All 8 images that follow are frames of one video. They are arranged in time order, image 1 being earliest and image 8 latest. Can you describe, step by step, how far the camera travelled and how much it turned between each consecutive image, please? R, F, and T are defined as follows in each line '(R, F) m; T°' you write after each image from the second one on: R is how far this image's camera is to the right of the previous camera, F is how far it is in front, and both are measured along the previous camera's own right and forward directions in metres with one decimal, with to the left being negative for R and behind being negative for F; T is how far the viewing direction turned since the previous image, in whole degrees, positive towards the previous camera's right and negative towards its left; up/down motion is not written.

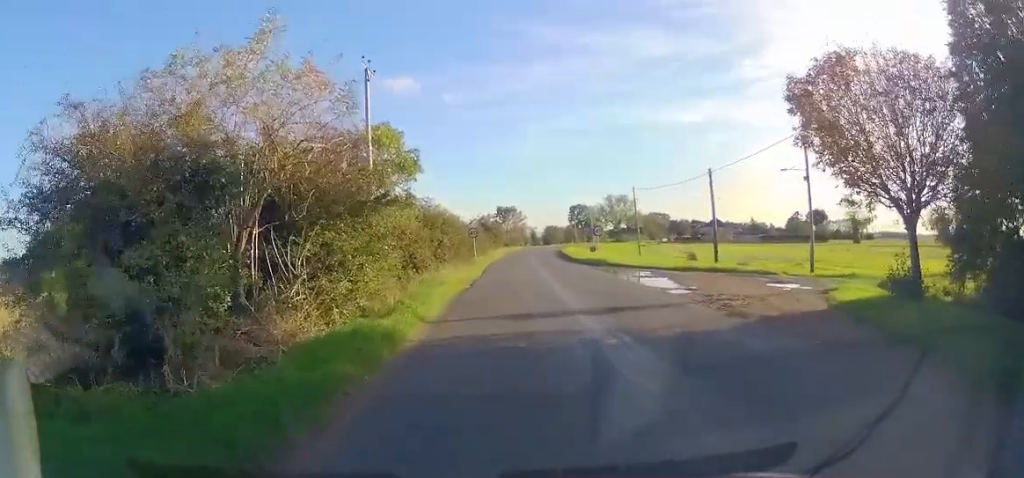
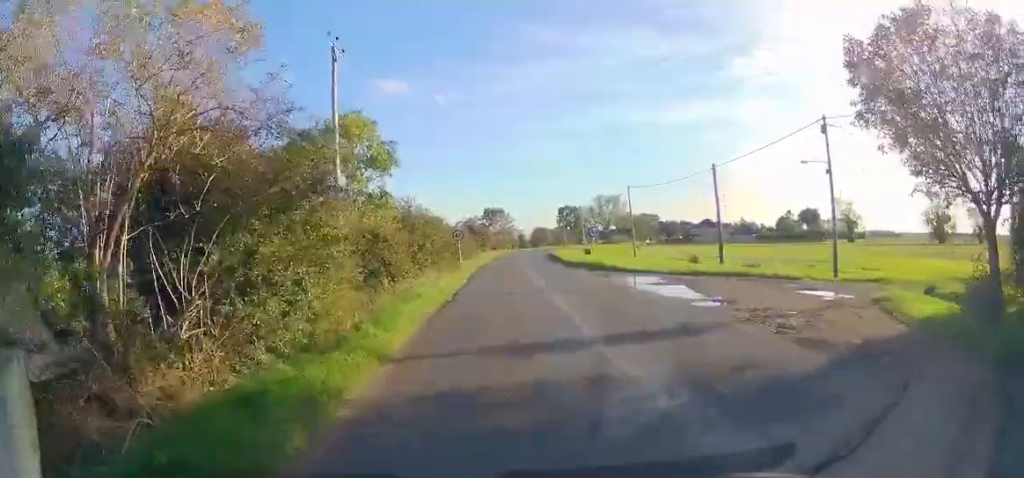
(+0.1, +3.6) m; +3°
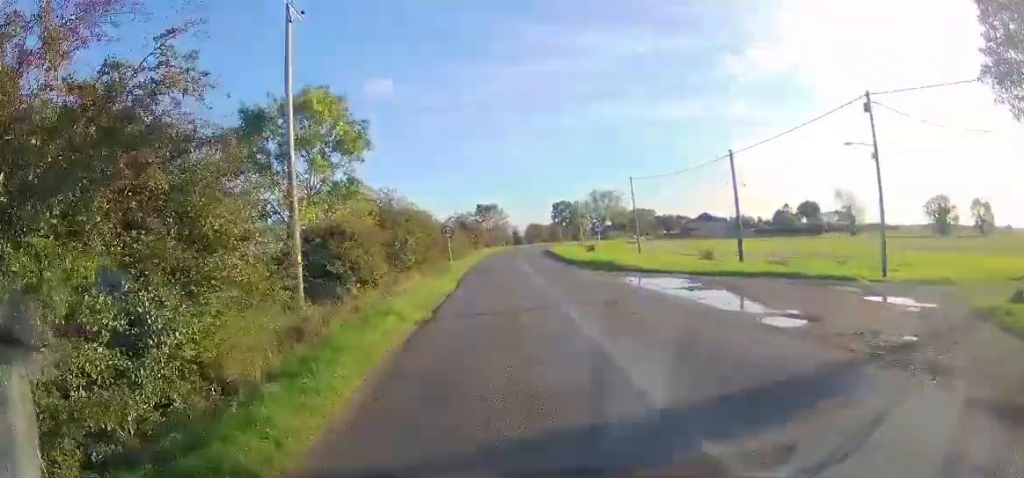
(+0.2, +4.5) m; +3°
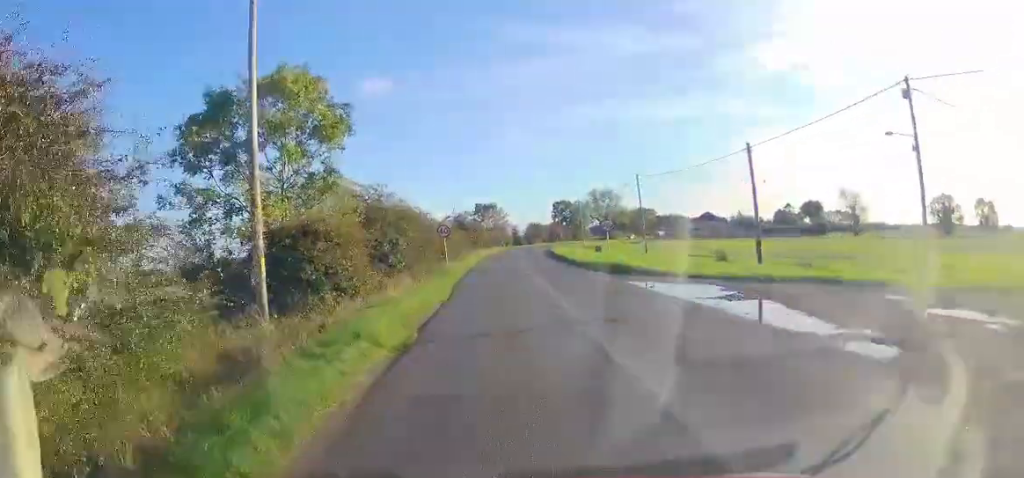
(+0.2, +2.9) m; 0°
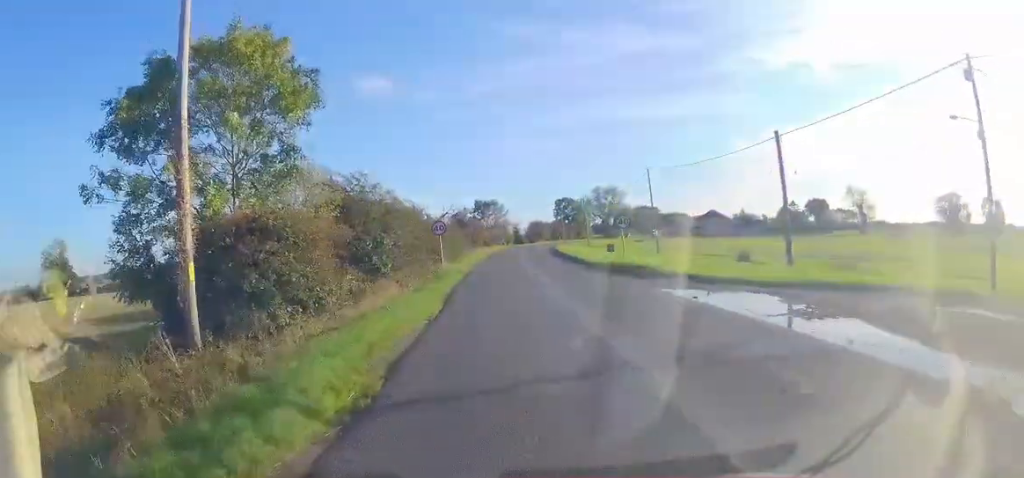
(-0.1, +3.7) m; 0°
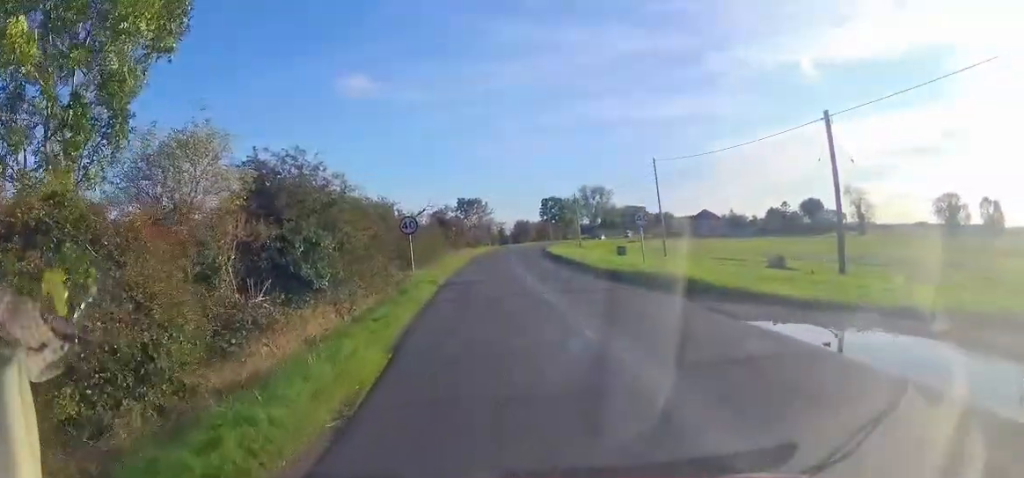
(0.0, +7.1) m; +5°
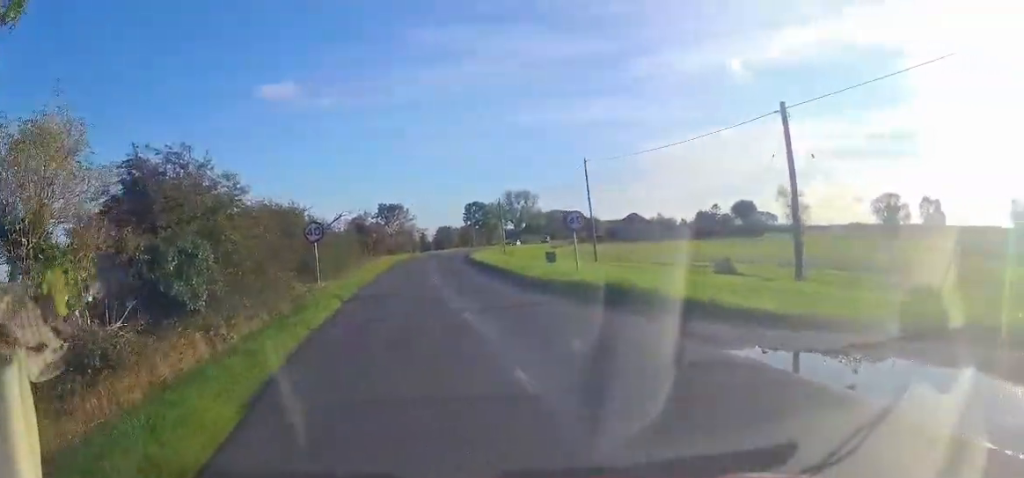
(+0.2, +2.9) m; +14°
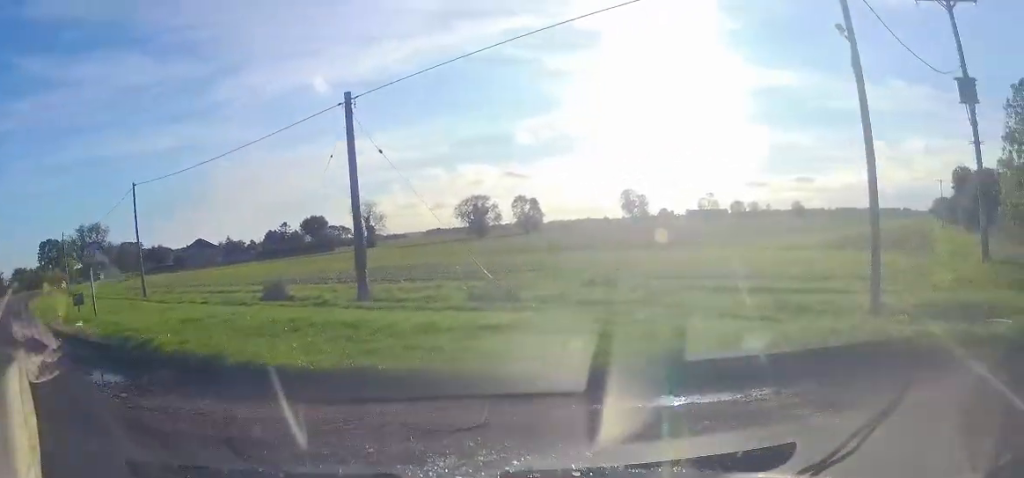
(+1.5, +4.0) m; +48°
